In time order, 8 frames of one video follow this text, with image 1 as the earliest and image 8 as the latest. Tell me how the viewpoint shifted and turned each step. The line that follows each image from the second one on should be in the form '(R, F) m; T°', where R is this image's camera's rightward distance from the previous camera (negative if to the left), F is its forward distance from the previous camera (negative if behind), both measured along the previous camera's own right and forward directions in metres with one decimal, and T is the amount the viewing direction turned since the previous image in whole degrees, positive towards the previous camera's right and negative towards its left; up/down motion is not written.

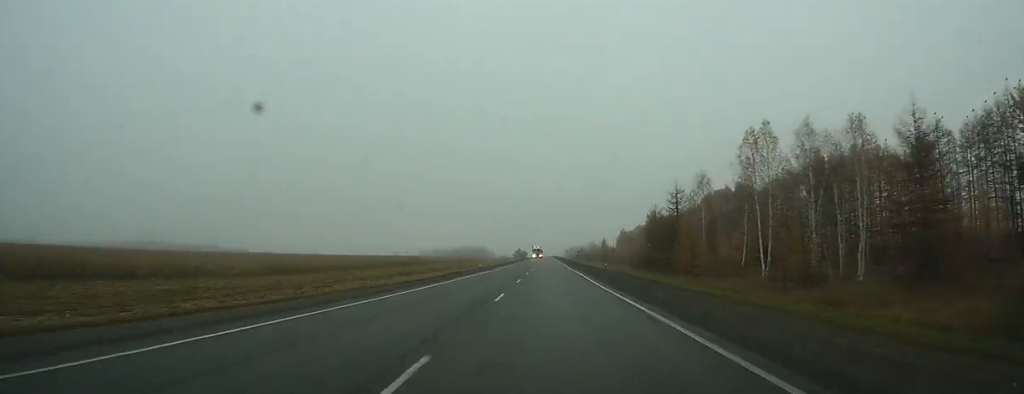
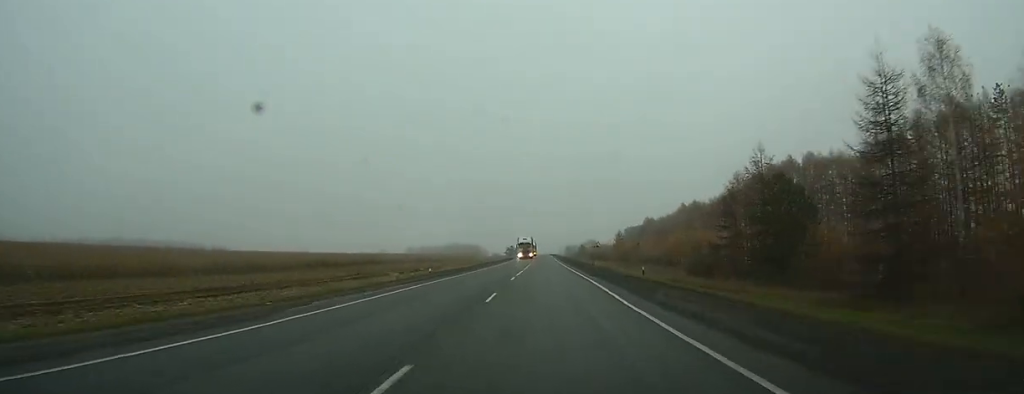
(0.0, +48.7) m; 0°
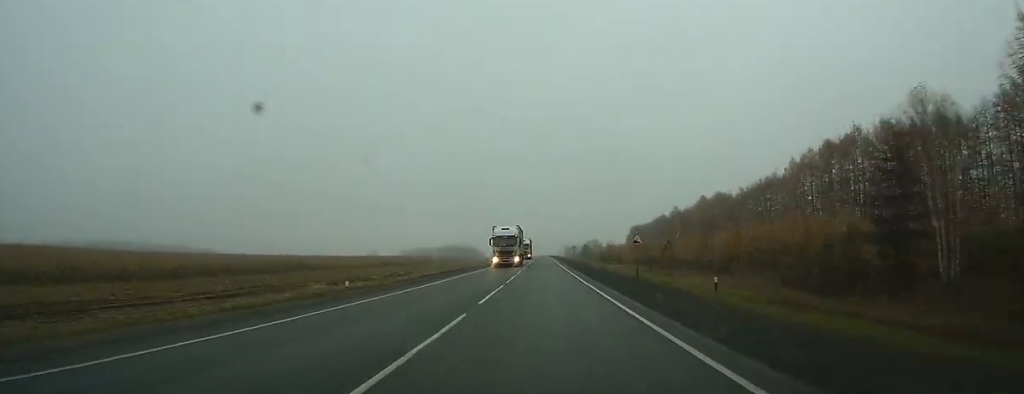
(0.0, +29.7) m; 0°
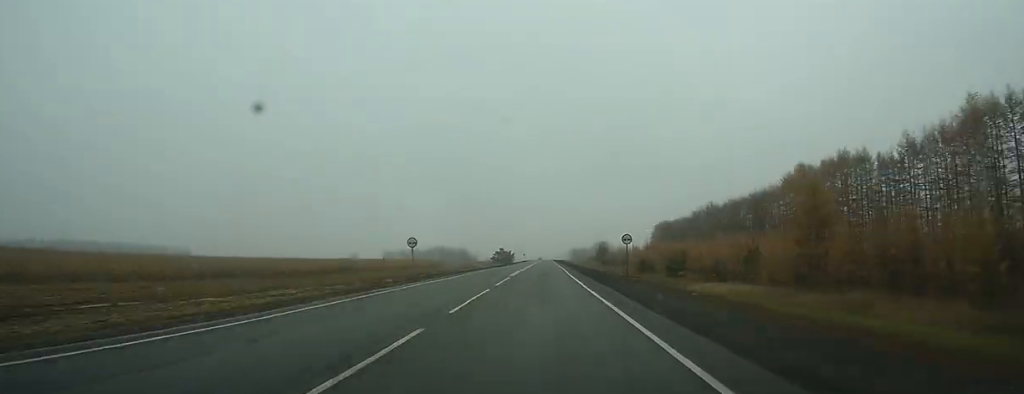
(+0.1, +74.6) m; 0°
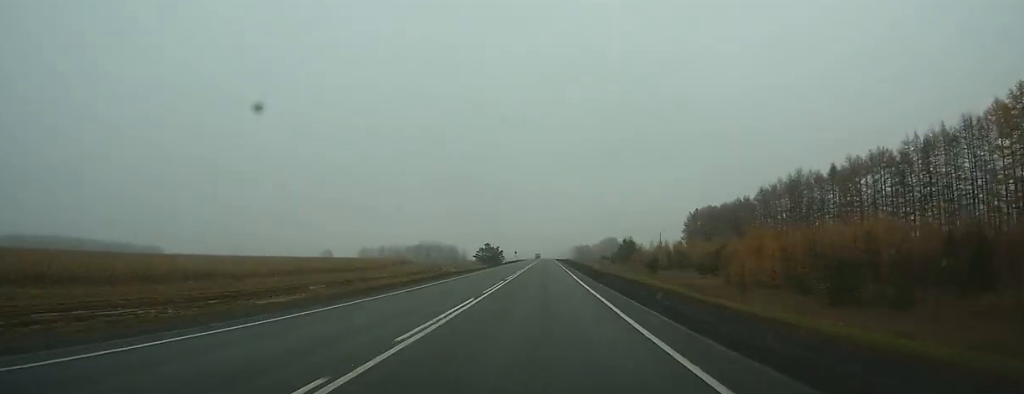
(-0.2, +68.2) m; 0°
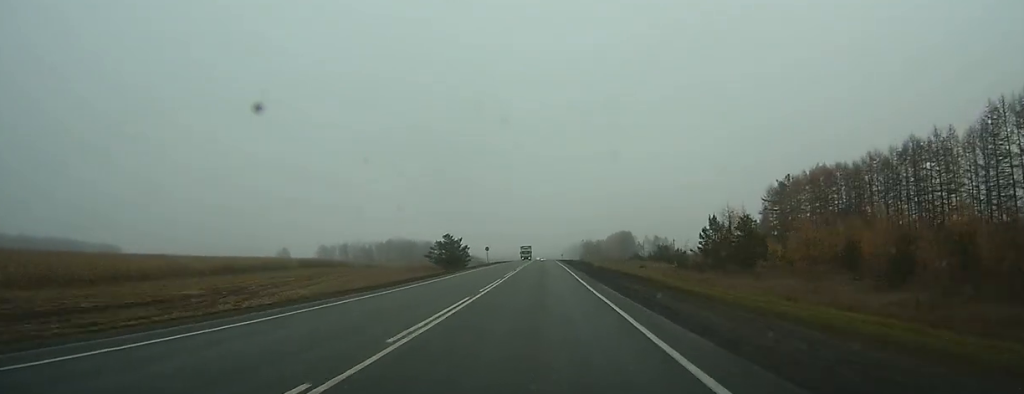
(+0.2, +84.3) m; 0°
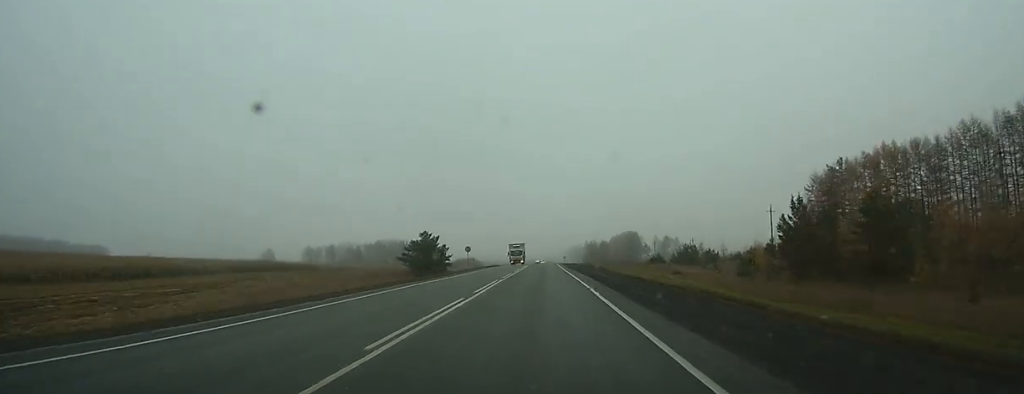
(0.0, +25.1) m; 0°
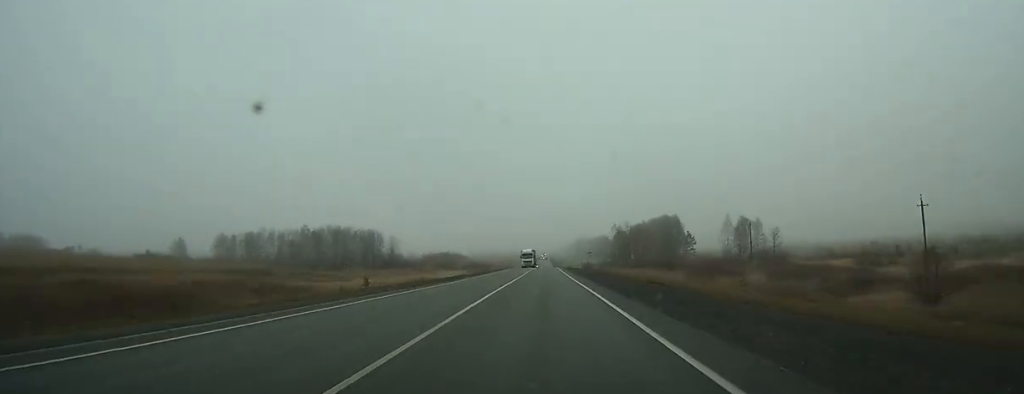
(-0.1, +106.6) m; 0°
